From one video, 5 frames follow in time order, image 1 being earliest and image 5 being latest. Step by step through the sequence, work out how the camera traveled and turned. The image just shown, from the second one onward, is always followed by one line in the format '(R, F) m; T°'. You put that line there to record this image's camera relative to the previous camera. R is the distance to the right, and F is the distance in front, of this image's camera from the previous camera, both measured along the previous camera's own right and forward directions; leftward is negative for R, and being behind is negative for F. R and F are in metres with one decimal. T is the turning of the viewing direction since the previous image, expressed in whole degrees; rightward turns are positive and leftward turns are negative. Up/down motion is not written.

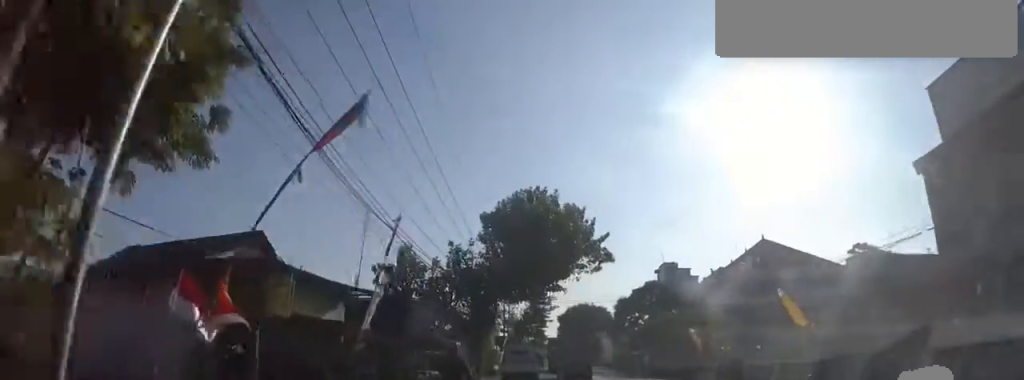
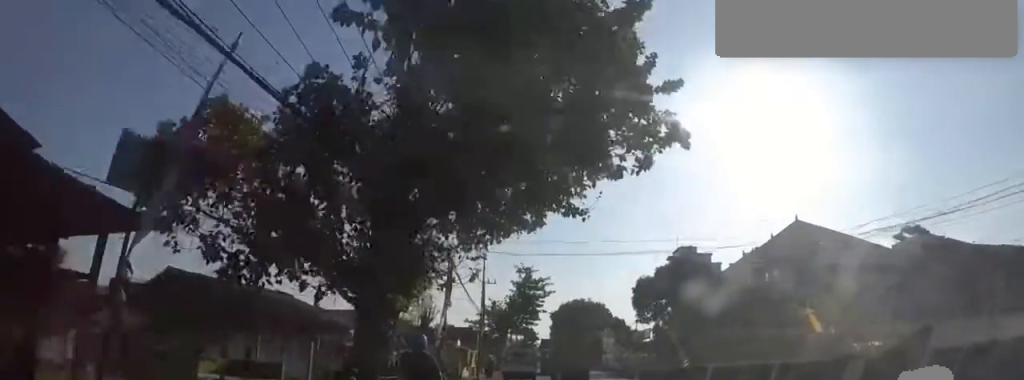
(0.0, +15.1) m; 0°
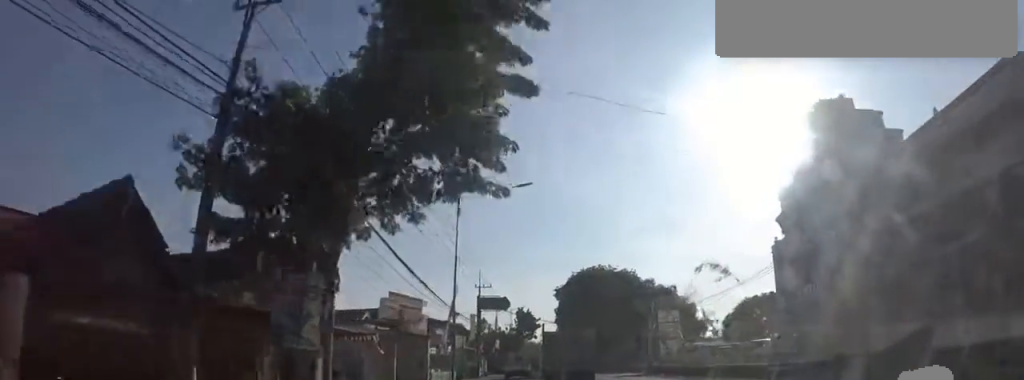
(-1.2, +40.6) m; -4°
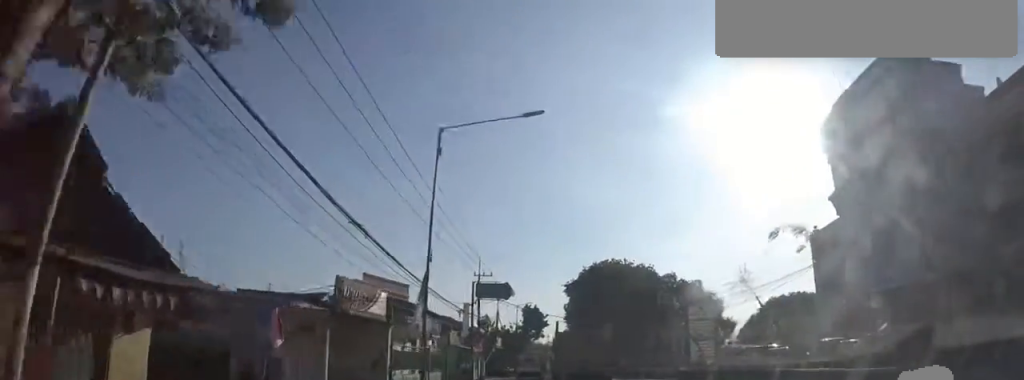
(0.0, +7.0) m; 0°
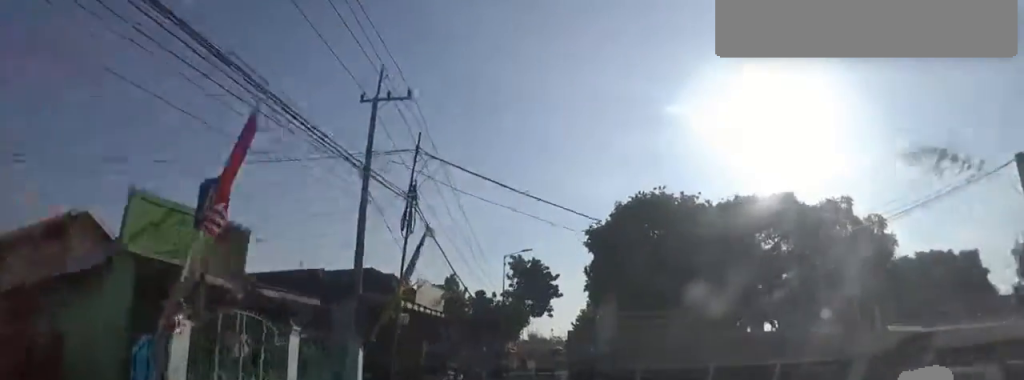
(+0.5, +29.8) m; +3°
